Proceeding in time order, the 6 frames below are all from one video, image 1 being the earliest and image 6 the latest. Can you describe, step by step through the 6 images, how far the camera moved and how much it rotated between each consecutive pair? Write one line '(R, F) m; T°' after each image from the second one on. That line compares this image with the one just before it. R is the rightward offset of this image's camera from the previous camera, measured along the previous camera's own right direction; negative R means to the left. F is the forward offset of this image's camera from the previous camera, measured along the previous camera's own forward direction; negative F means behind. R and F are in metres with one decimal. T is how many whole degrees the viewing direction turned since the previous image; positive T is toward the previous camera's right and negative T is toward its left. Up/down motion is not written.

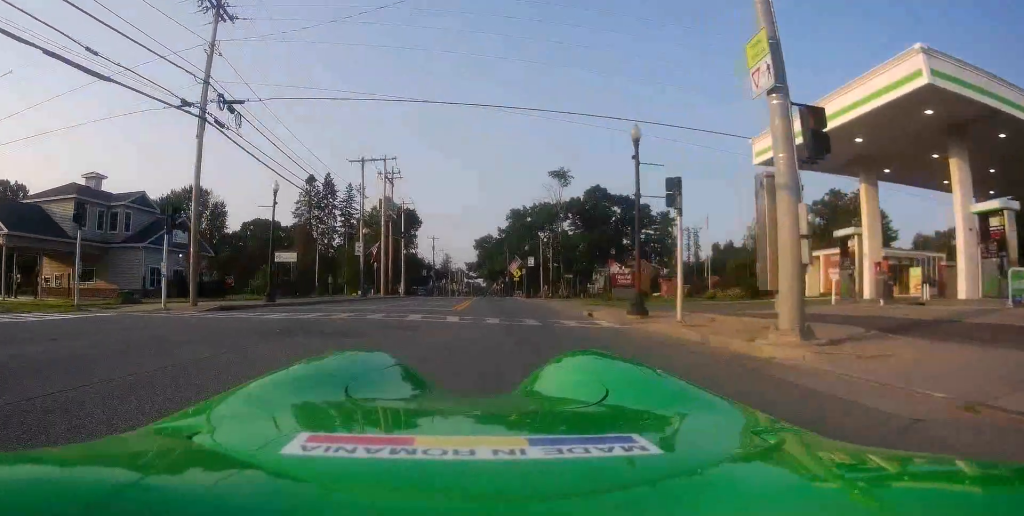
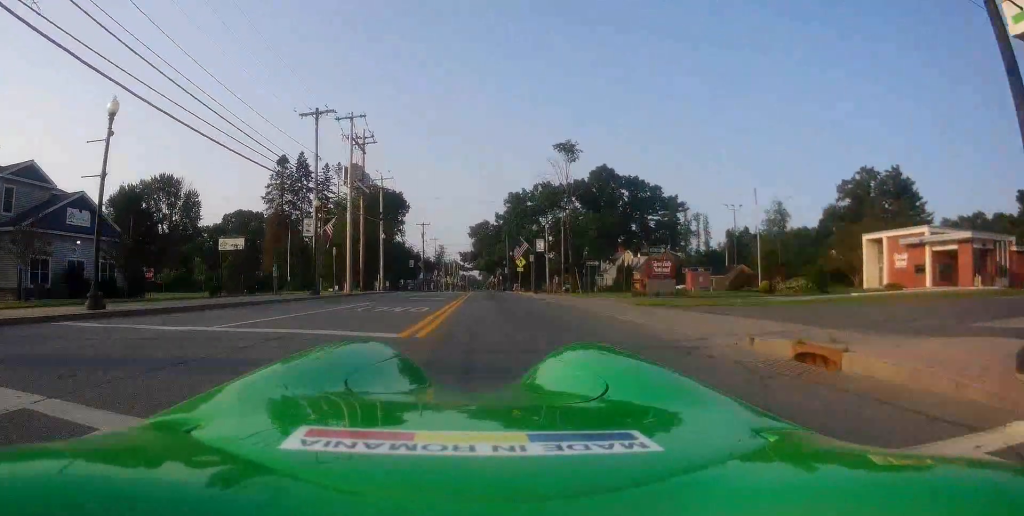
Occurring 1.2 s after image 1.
(+0.3, +12.9) m; +2°
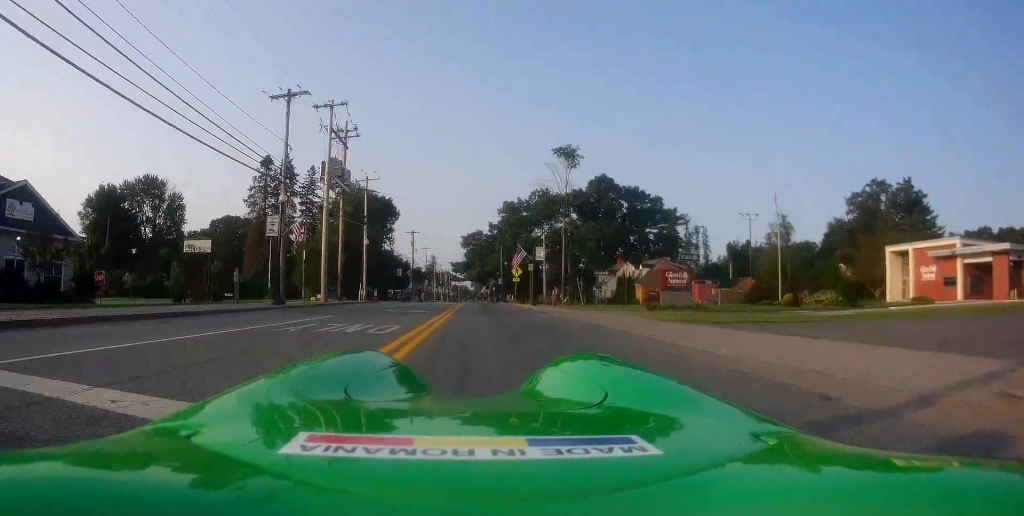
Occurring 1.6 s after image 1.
(0.0, +5.0) m; 0°
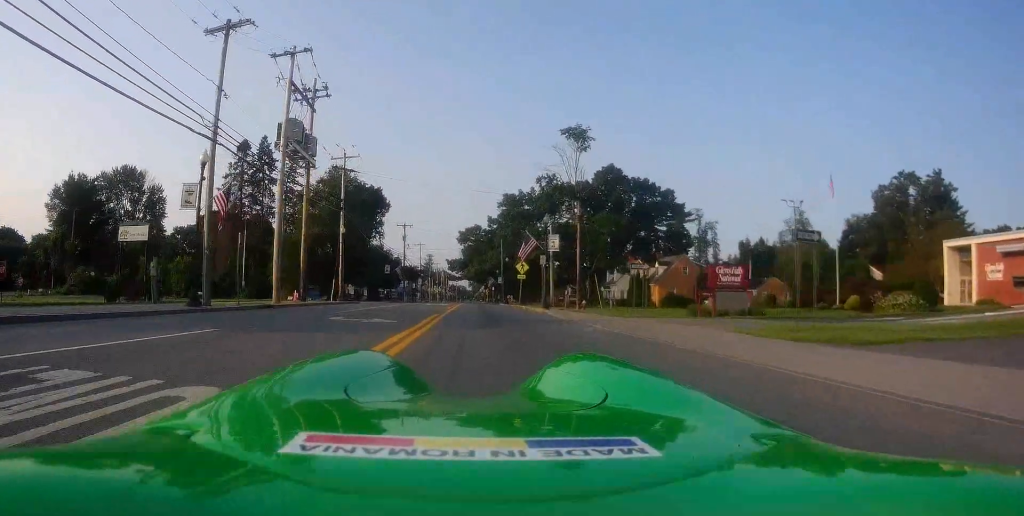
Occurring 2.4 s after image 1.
(0.0, +8.5) m; 0°
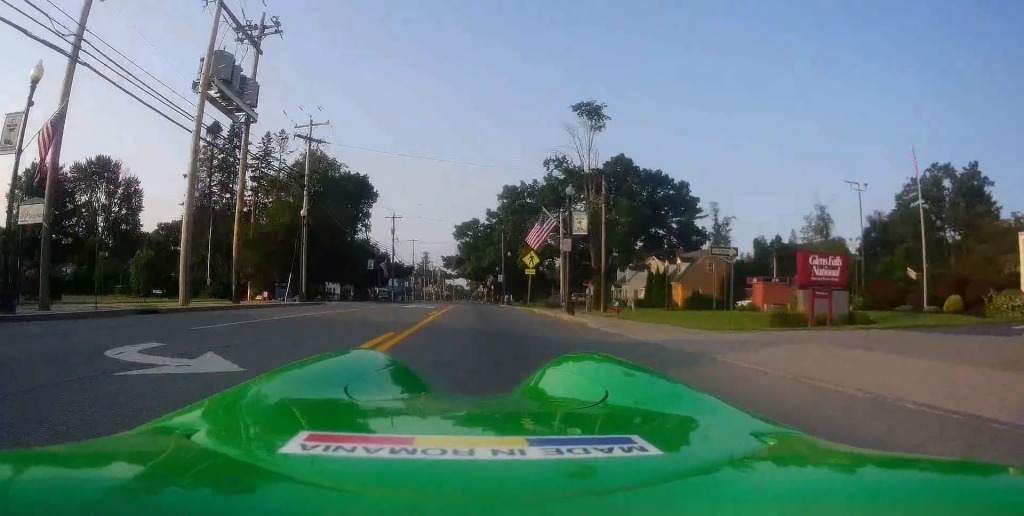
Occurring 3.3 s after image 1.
(0.0, +9.3) m; 0°
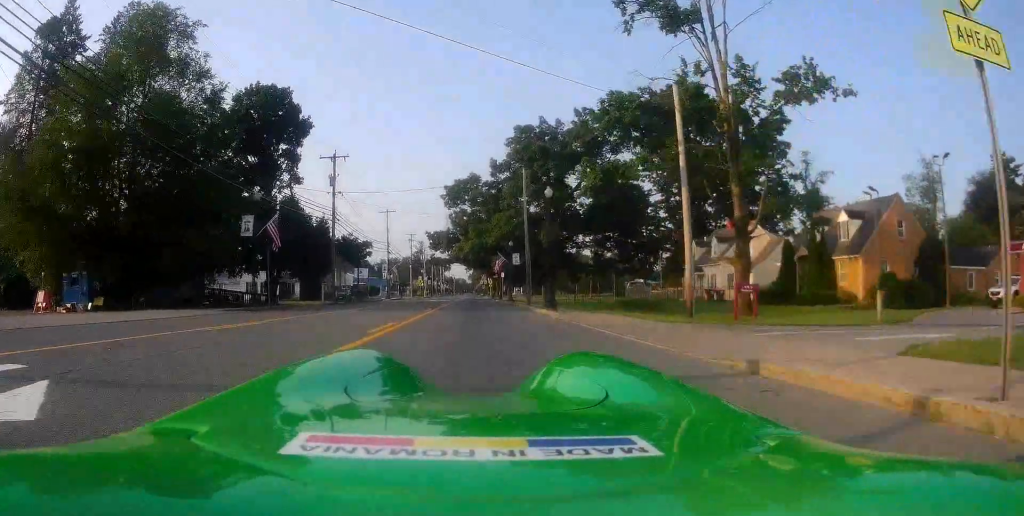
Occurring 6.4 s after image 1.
(0.0, +32.9) m; 0°
